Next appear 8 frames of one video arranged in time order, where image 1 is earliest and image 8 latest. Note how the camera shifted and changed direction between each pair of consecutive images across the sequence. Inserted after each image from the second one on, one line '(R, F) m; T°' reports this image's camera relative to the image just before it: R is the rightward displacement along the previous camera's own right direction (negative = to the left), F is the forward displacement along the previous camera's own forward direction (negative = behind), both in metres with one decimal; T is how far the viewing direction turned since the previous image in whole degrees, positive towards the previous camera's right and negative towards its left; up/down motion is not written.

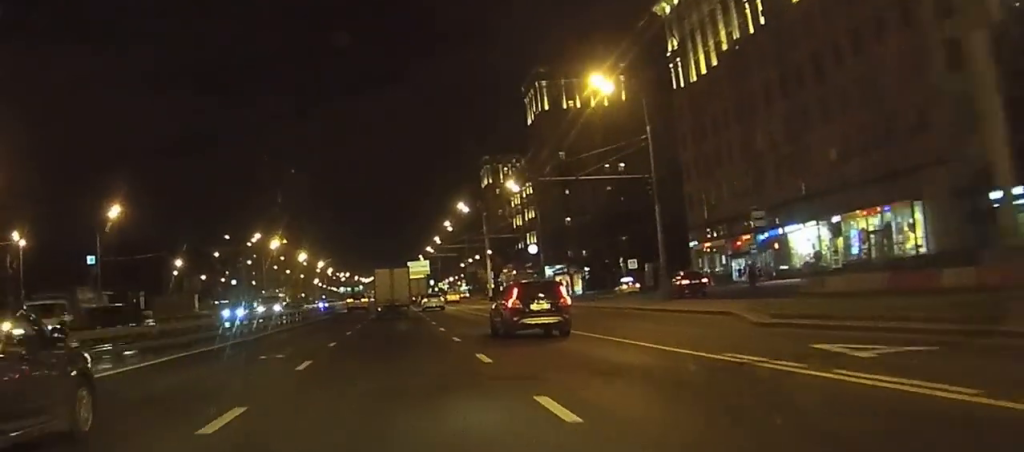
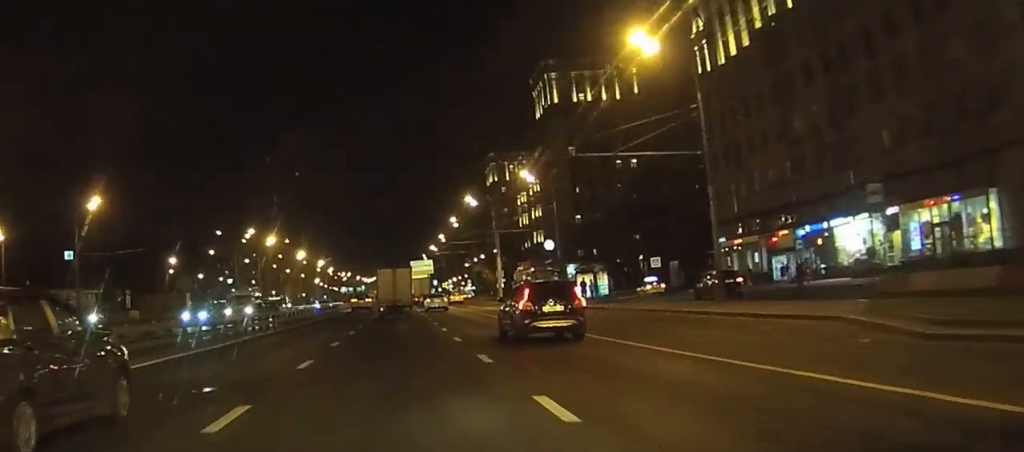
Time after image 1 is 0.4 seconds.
(0.0, +7.8) m; 0°
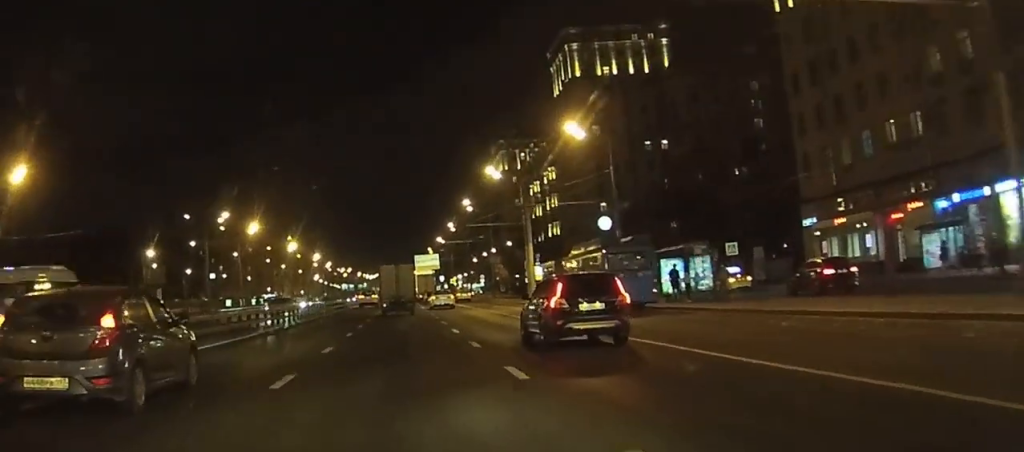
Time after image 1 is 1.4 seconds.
(-0.1, +20.3) m; 0°
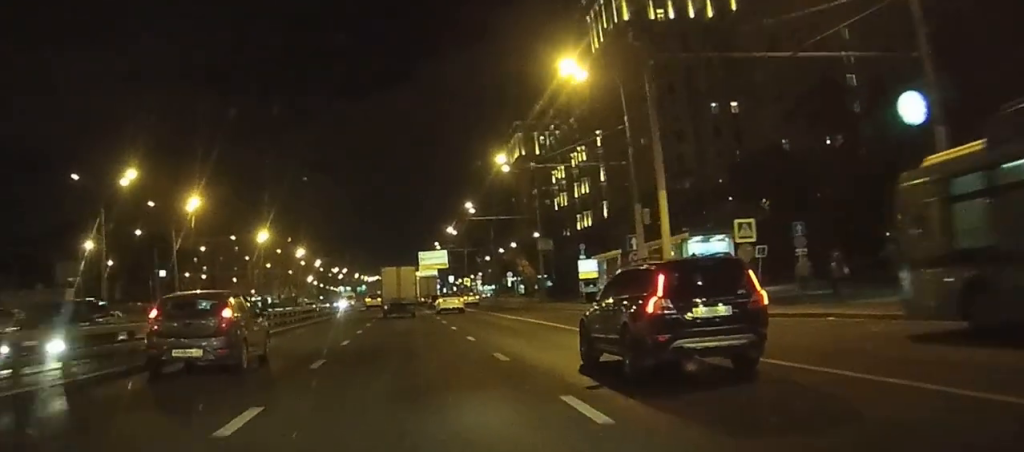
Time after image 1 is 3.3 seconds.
(0.0, +36.3) m; 0°
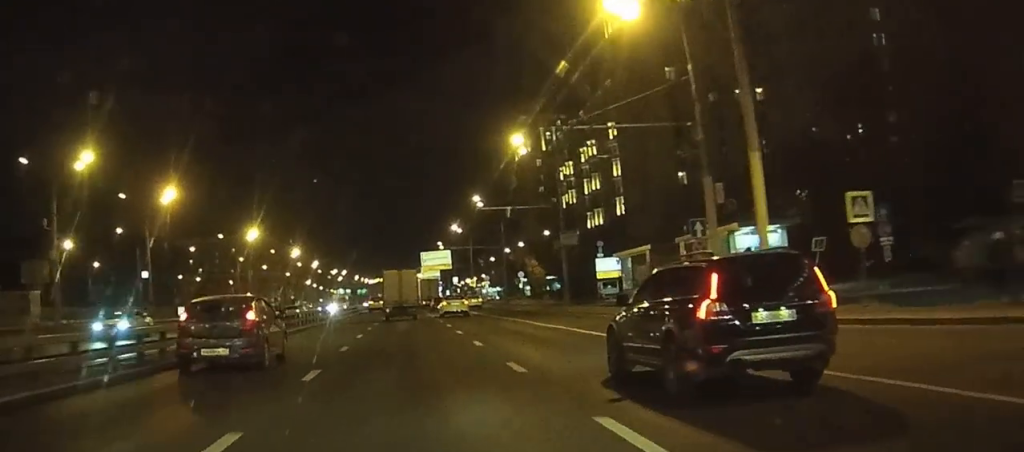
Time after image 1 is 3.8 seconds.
(0.0, +9.7) m; 0°
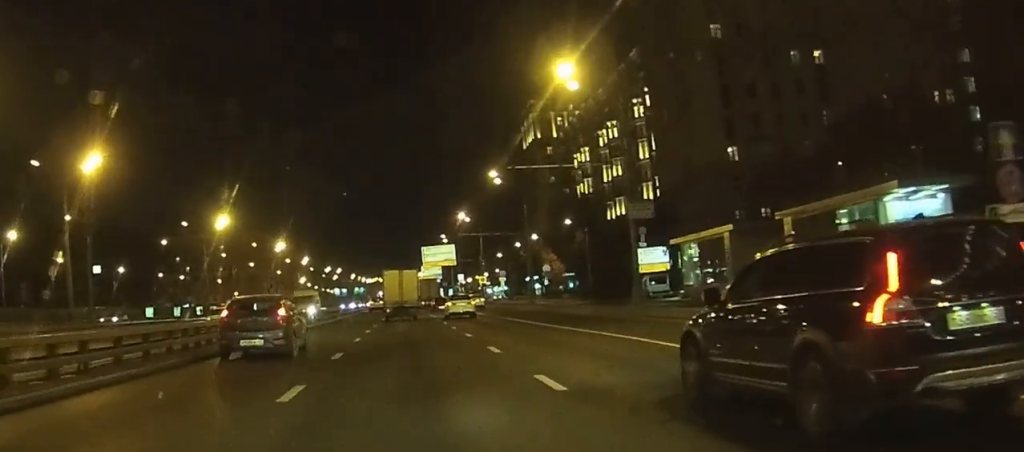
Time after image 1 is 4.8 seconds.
(0.0, +19.2) m; 0°
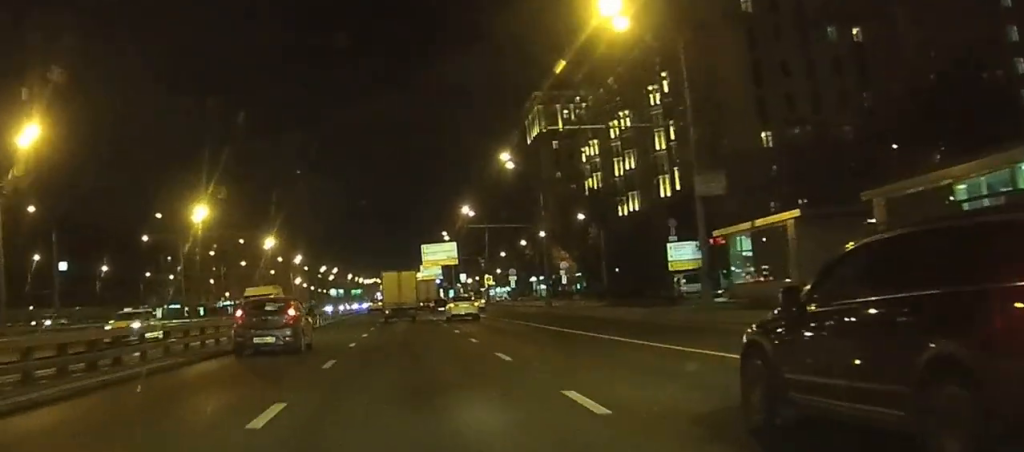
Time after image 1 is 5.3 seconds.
(0.0, +10.1) m; 0°
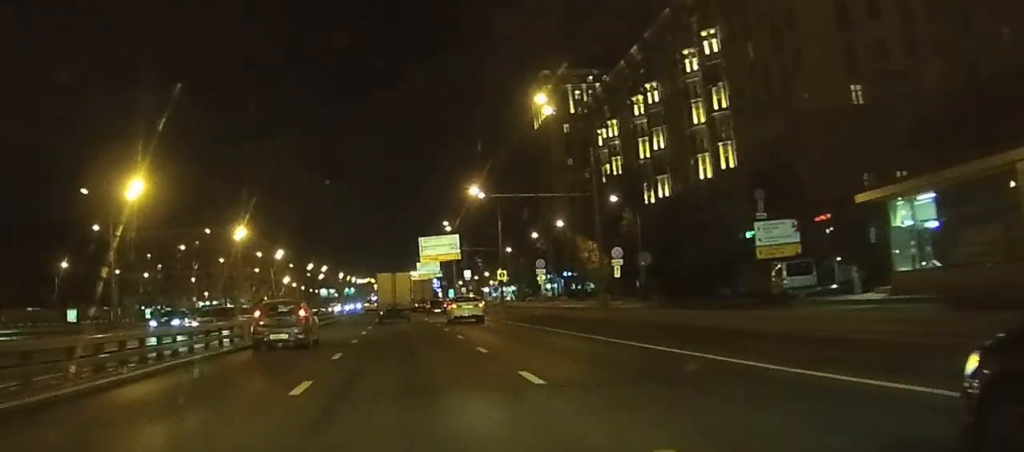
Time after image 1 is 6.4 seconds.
(0.0, +20.2) m; 0°
